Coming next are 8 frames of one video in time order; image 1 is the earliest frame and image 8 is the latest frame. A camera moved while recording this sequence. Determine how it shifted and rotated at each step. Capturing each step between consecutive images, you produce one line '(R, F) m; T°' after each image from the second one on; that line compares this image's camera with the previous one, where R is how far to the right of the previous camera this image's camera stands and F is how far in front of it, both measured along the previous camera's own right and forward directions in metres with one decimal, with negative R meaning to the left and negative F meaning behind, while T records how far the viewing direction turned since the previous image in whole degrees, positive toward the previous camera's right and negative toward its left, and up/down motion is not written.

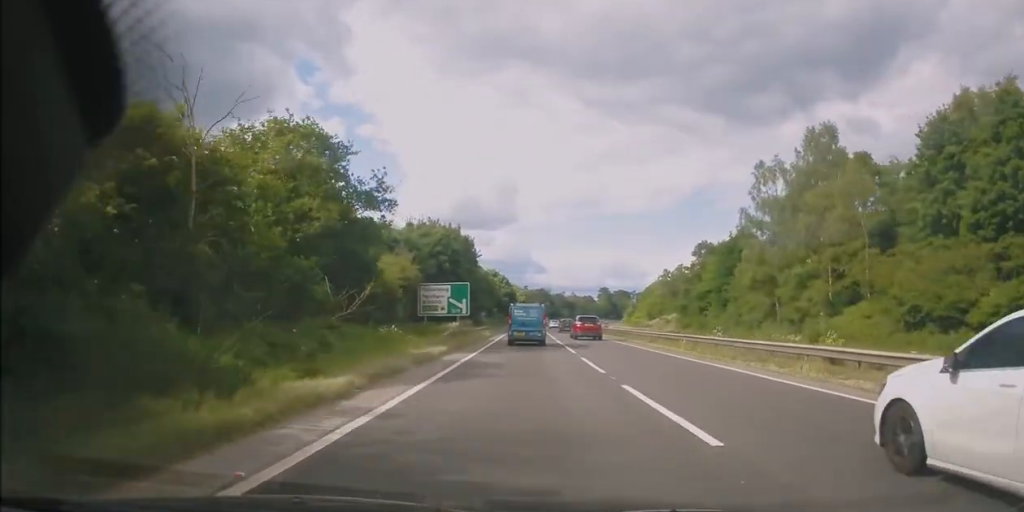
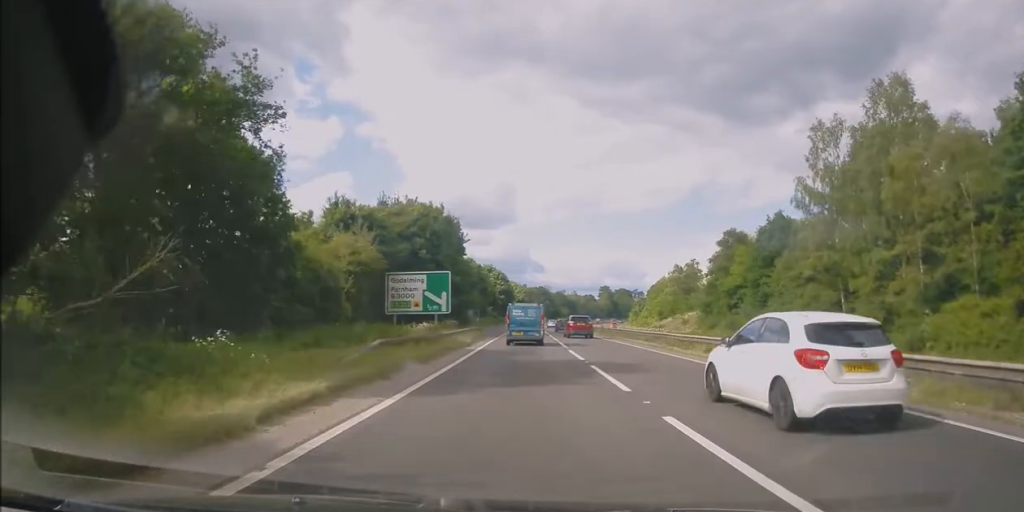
(+0.2, +13.3) m; 0°
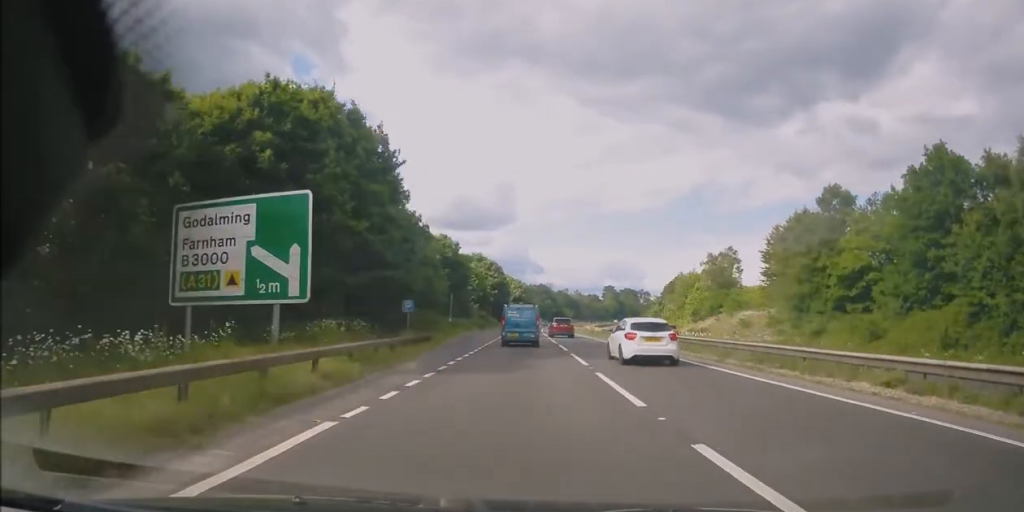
(-0.2, +29.2) m; 0°
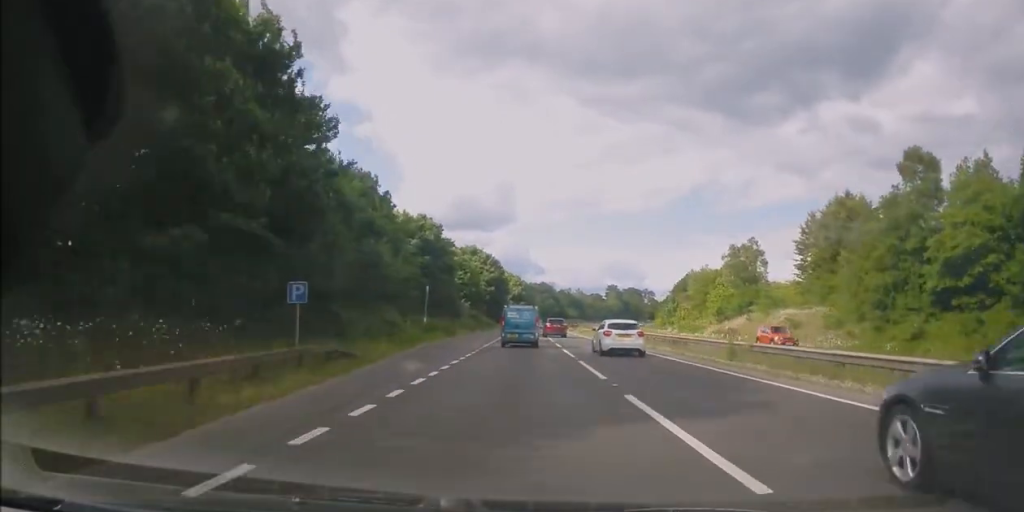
(+0.2, +13.7) m; 0°
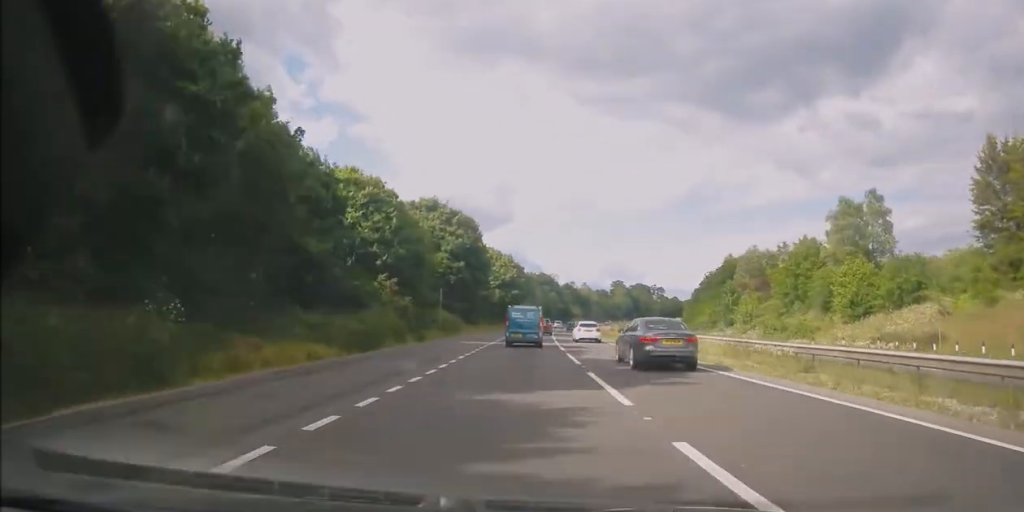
(0.0, +43.0) m; 0°
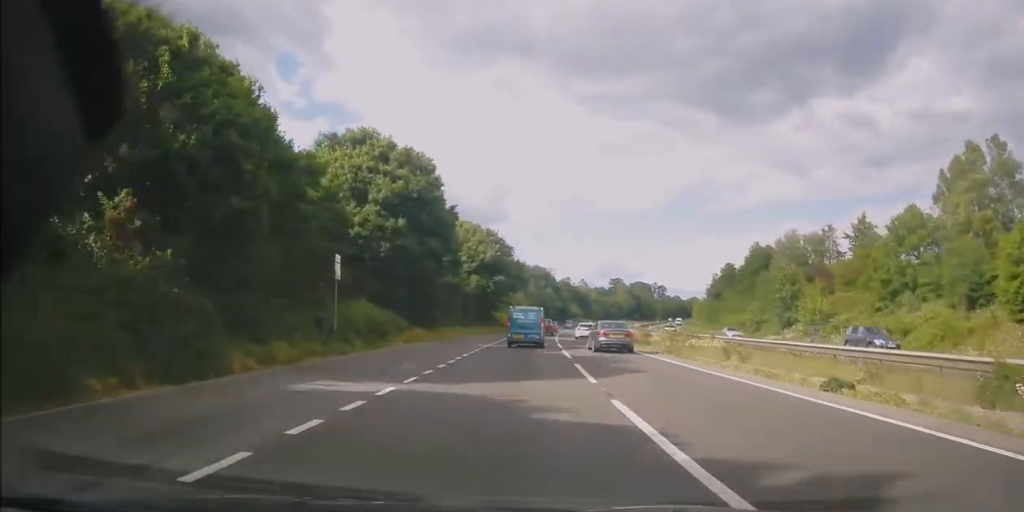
(-0.1, +25.6) m; 0°
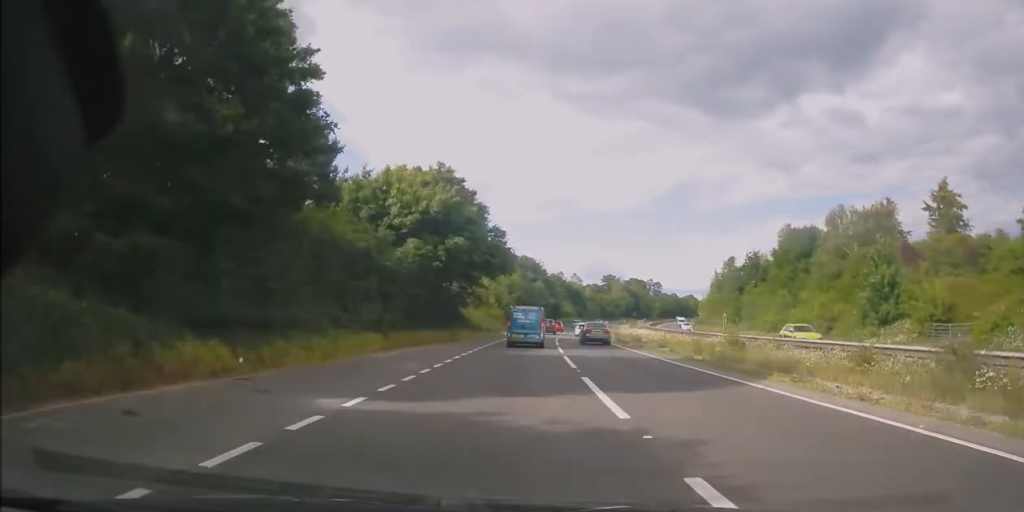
(+0.3, +25.8) m; +2°
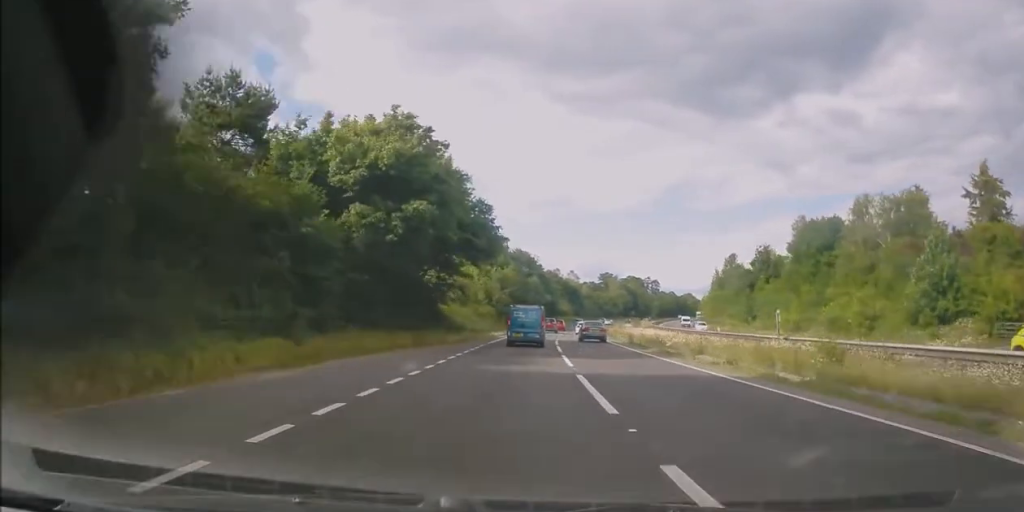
(+0.1, +10.1) m; +1°
